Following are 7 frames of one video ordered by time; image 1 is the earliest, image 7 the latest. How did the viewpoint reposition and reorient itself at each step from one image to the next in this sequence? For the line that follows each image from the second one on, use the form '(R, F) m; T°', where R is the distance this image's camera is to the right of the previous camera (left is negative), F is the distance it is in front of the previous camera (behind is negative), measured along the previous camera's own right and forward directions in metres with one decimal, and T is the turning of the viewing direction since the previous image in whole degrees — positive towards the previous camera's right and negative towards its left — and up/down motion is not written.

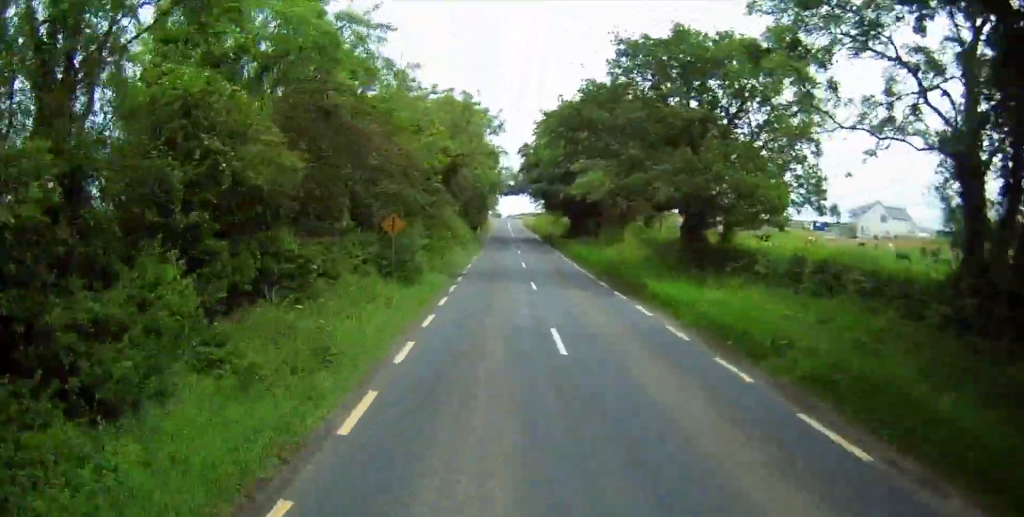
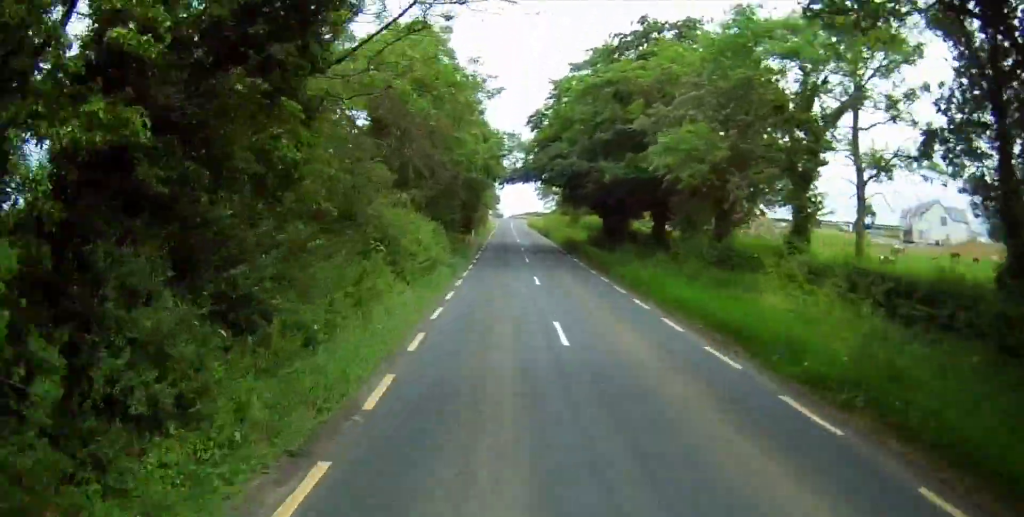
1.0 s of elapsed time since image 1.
(0.0, +22.4) m; 0°
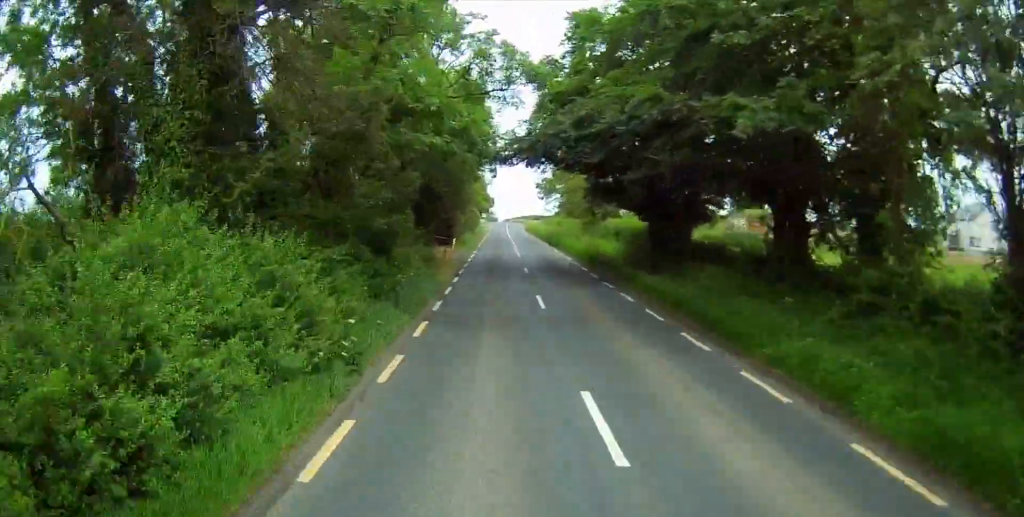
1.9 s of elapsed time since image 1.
(0.0, +17.4) m; 0°
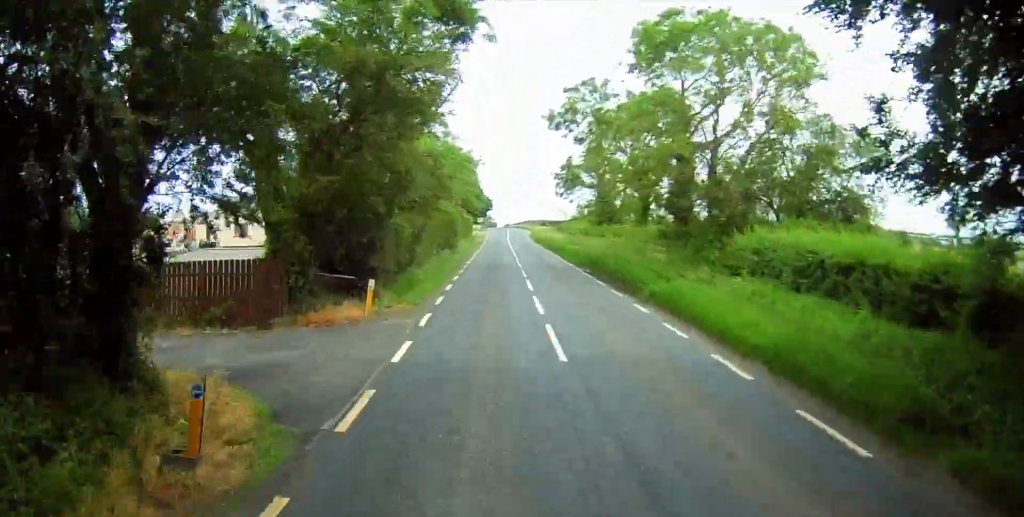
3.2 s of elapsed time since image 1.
(+0.1, +28.8) m; +1°
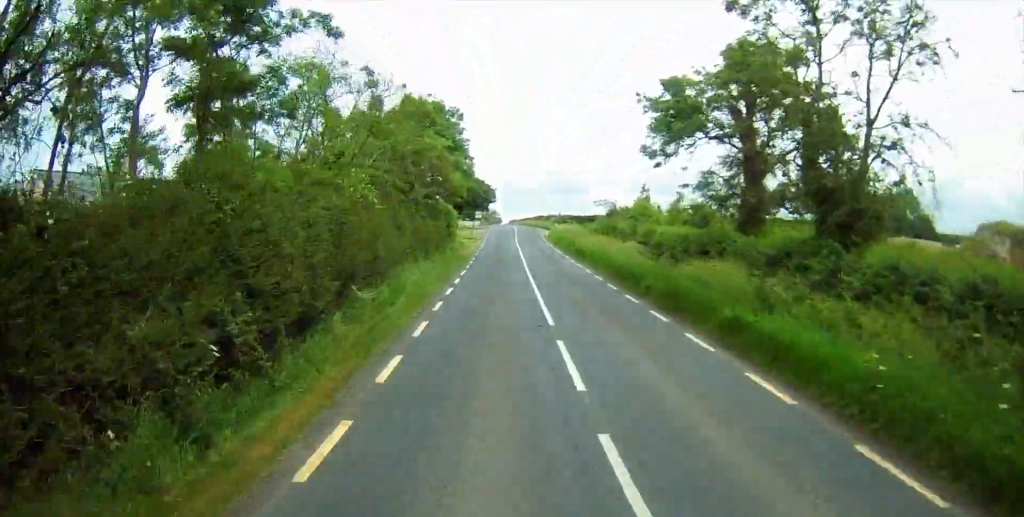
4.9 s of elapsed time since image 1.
(-0.5, +36.8) m; -1°
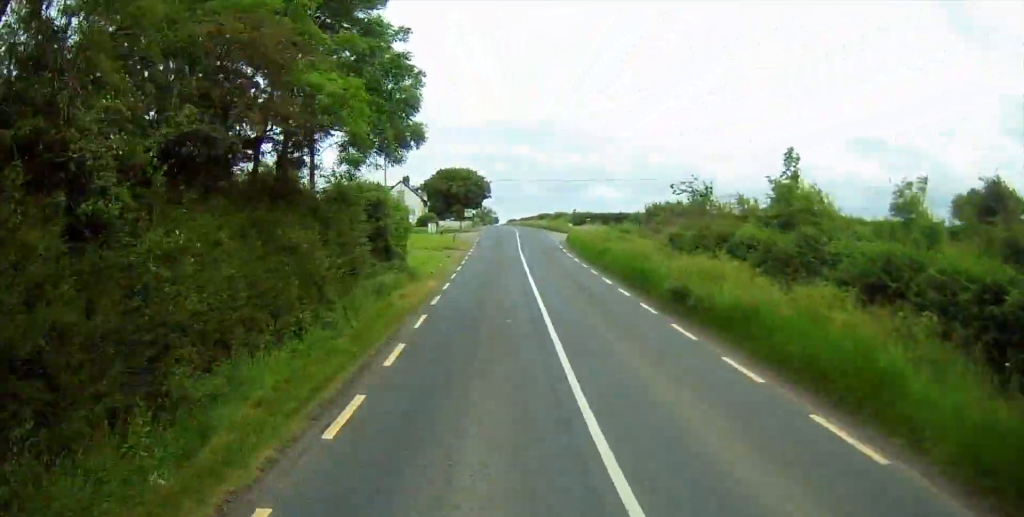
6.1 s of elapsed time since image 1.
(+0.5, +26.2) m; 0°
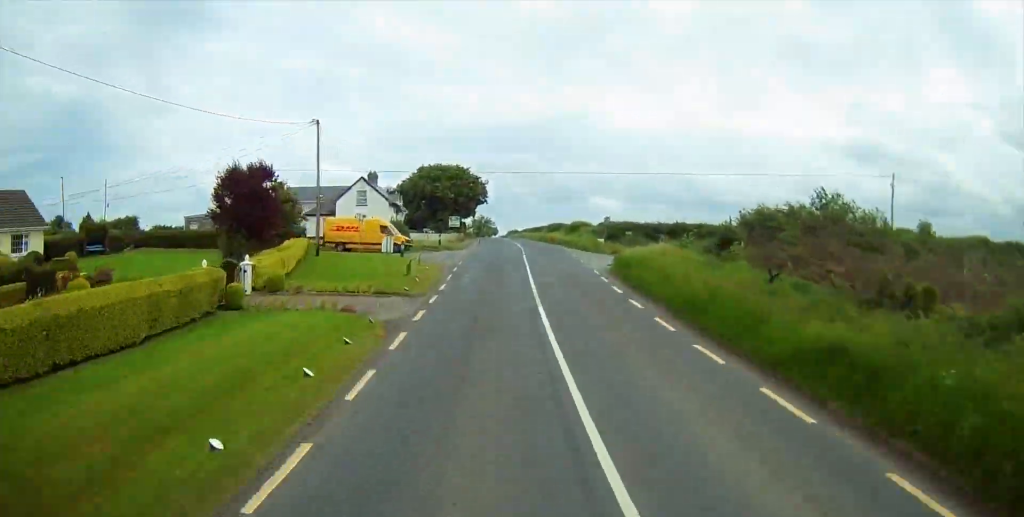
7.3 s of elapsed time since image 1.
(-0.6, +25.6) m; -1°
